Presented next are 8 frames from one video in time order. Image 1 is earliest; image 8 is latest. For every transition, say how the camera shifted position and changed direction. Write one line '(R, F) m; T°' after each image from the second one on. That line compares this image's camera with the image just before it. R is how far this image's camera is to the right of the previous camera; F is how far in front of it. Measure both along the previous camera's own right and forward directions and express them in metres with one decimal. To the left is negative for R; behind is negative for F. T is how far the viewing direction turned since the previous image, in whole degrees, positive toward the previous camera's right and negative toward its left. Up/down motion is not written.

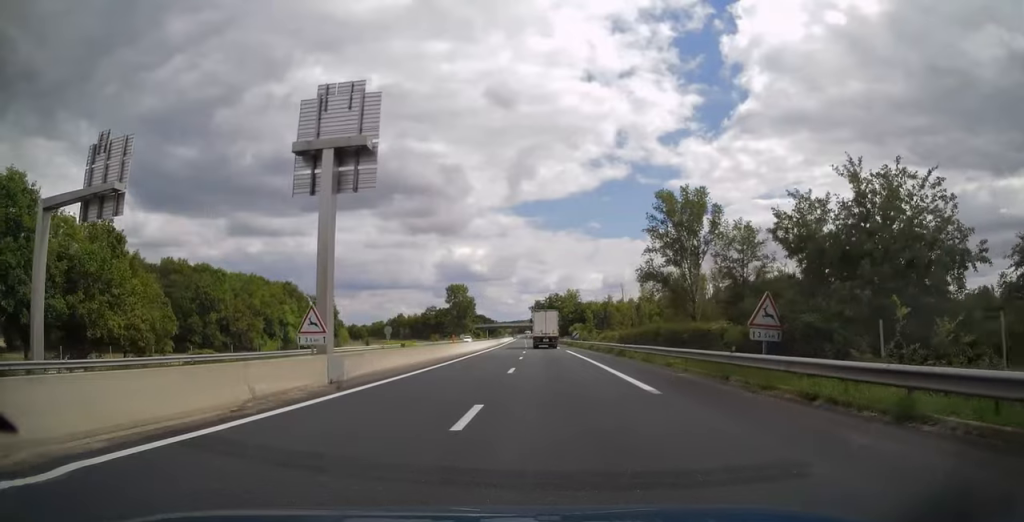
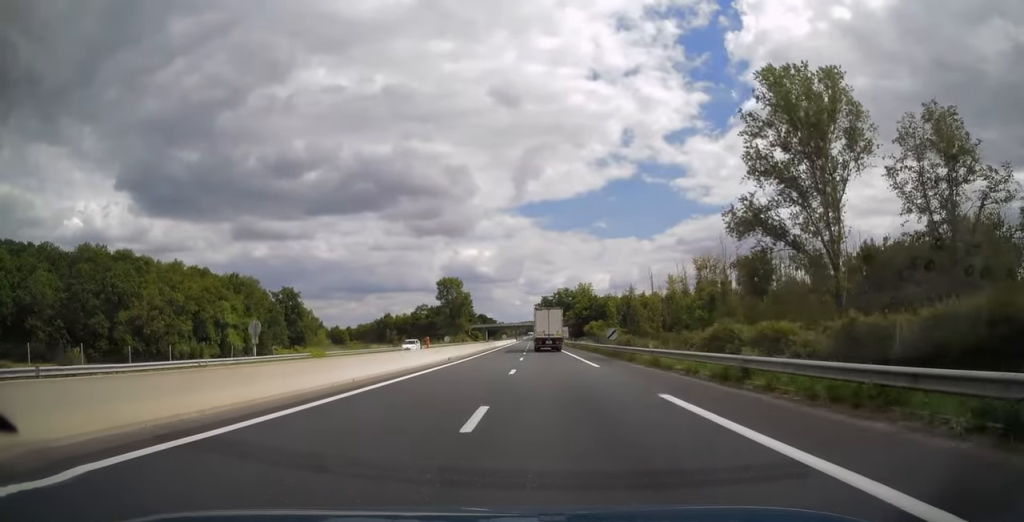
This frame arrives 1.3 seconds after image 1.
(-0.5, +40.1) m; -1°
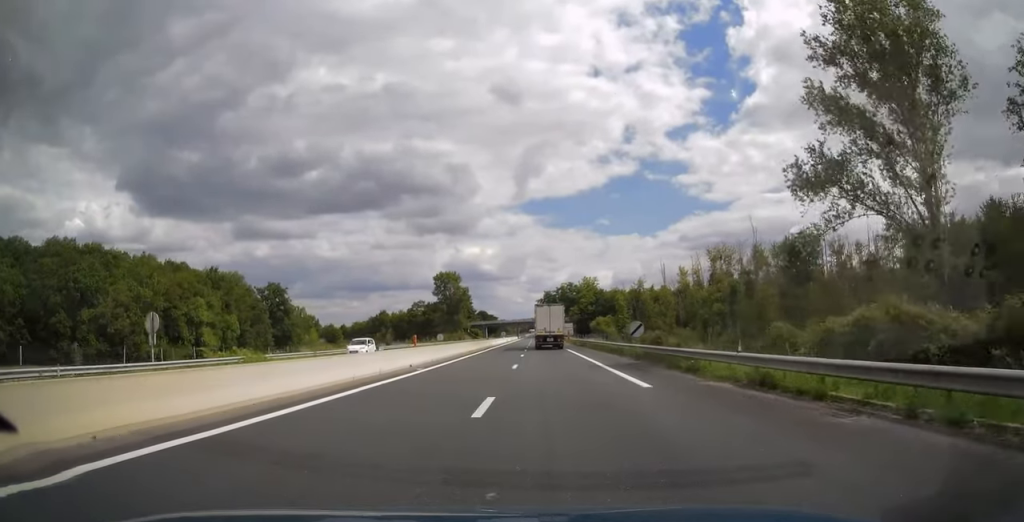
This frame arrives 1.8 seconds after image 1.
(-0.1, +12.5) m; 0°
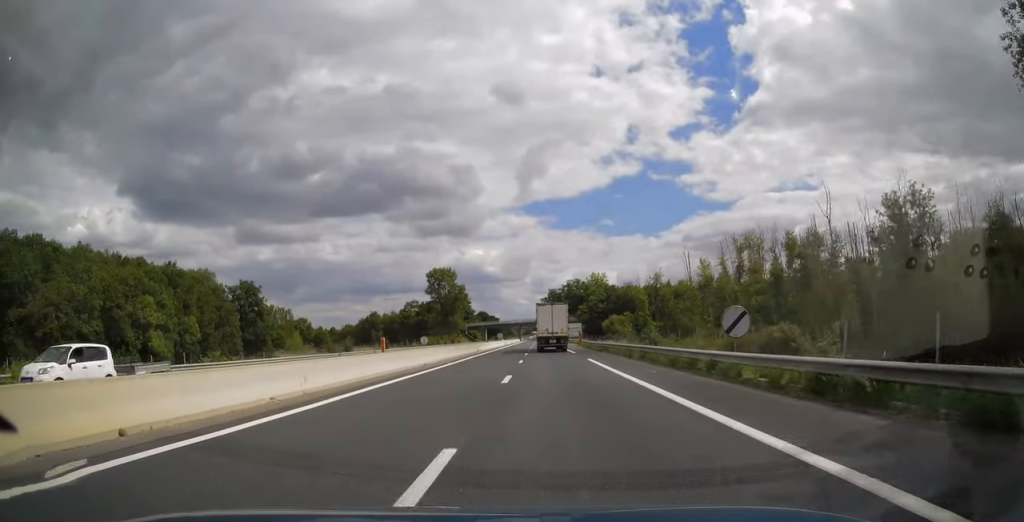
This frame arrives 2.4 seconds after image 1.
(-0.1, +20.6) m; 0°
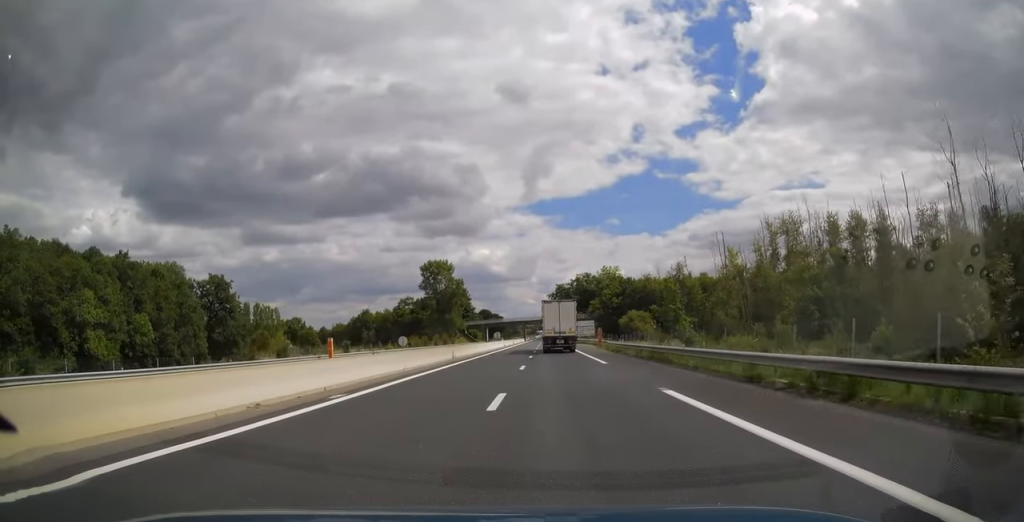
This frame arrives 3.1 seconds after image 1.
(+0.1, +19.8) m; -1°
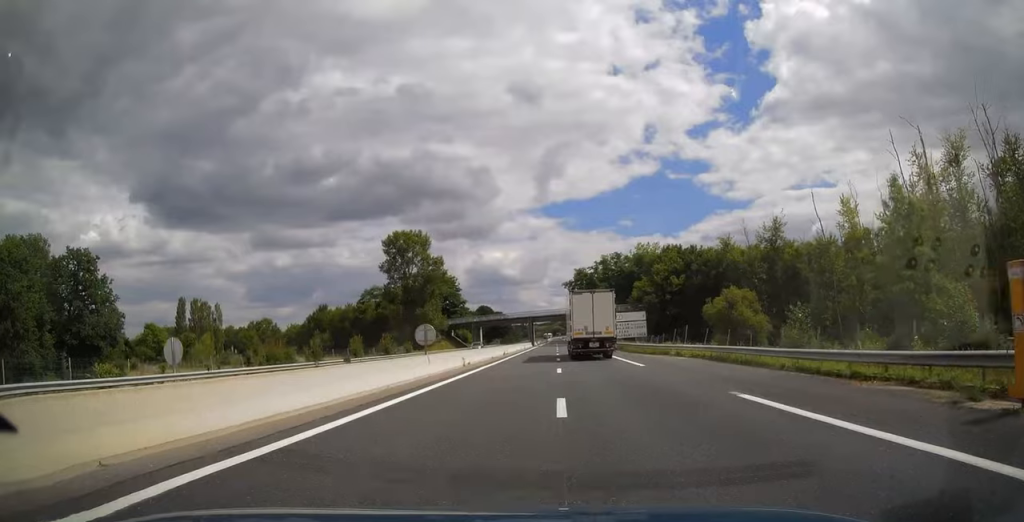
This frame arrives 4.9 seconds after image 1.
(-0.9, +54.8) m; -1°
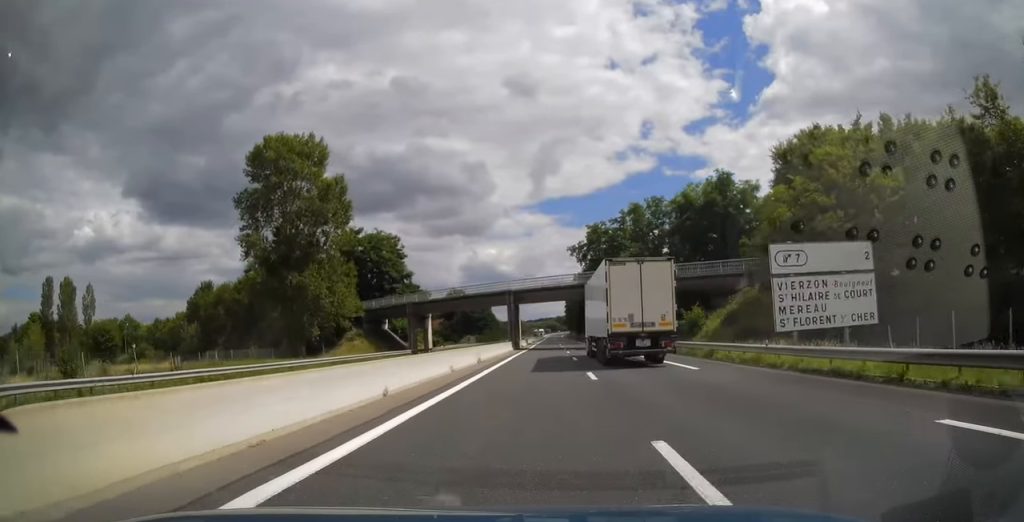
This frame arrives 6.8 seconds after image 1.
(0.0, +59.9) m; 0°
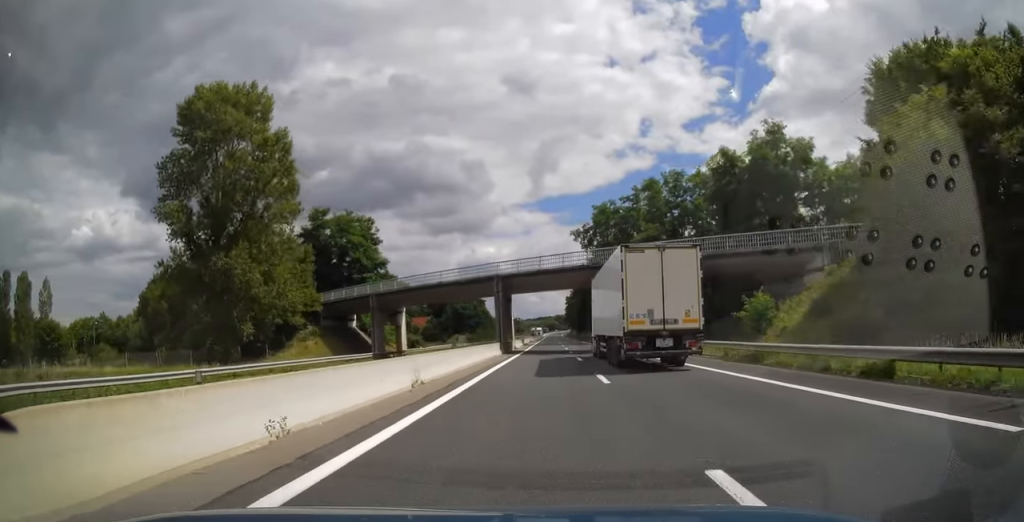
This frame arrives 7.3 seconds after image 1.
(0.0, +15.2) m; 0°
